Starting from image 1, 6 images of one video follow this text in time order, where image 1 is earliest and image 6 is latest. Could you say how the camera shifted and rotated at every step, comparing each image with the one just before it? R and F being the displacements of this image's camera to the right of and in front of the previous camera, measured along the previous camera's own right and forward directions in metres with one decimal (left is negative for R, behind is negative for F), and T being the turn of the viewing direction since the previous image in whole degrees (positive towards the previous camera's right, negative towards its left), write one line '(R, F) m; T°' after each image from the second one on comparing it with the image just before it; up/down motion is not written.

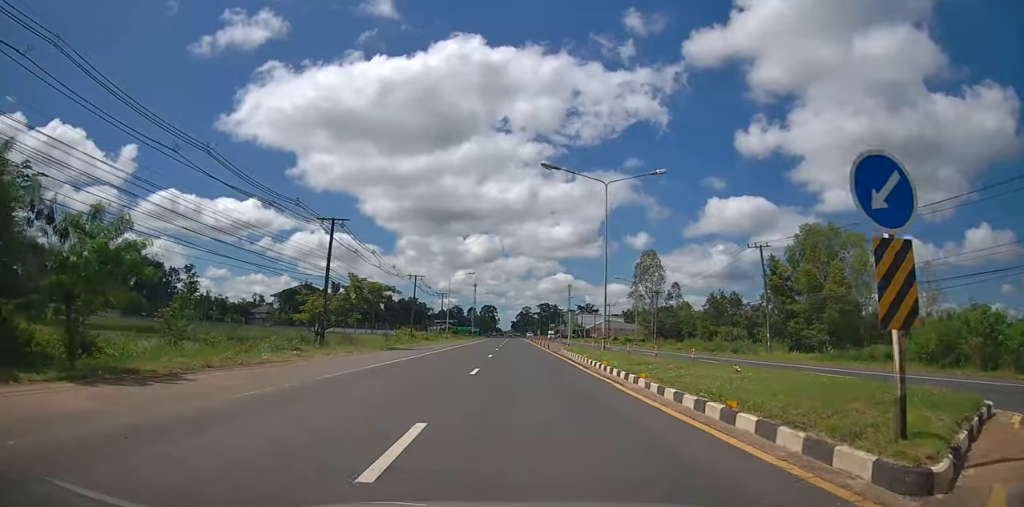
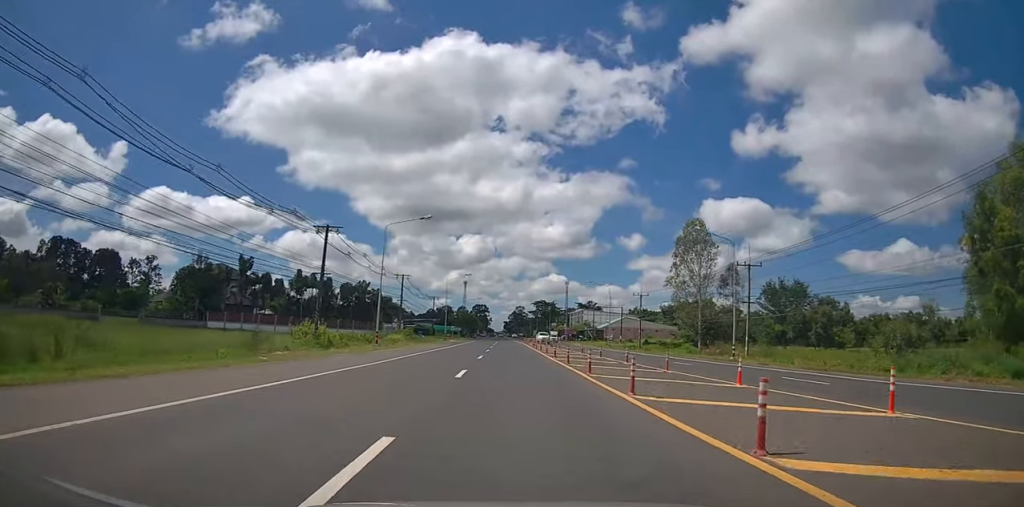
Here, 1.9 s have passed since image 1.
(+0.6, +37.1) m; +1°
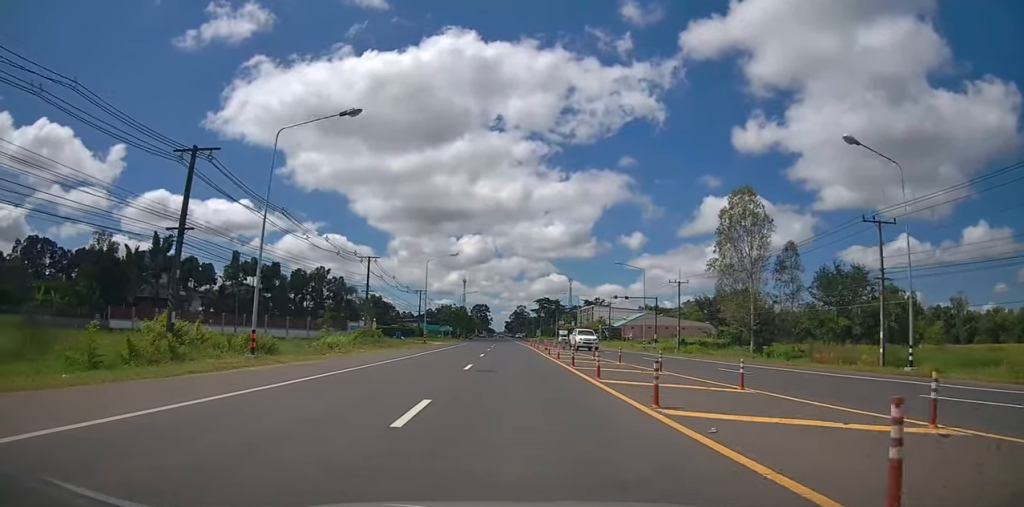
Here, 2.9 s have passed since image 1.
(0.0, +20.0) m; 0°
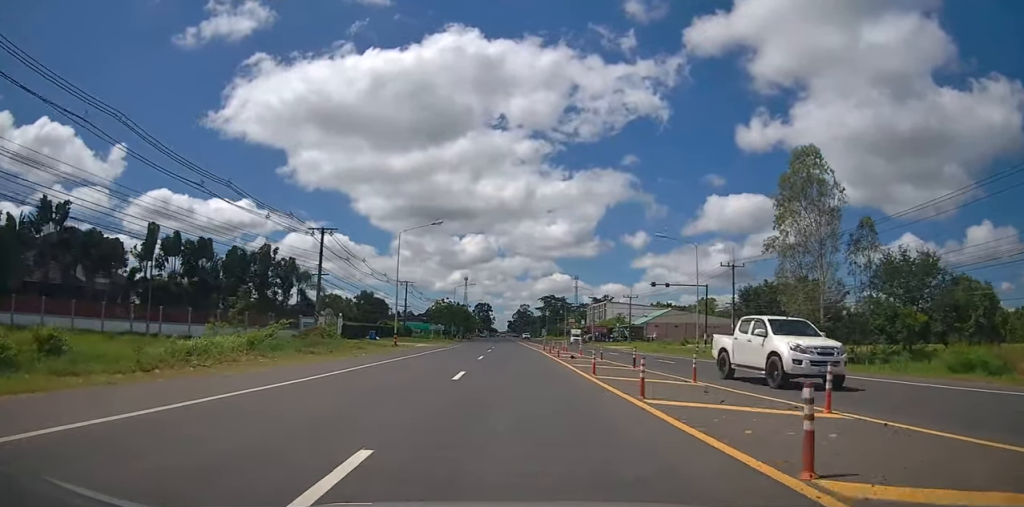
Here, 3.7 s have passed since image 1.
(0.0, +16.5) m; -1°
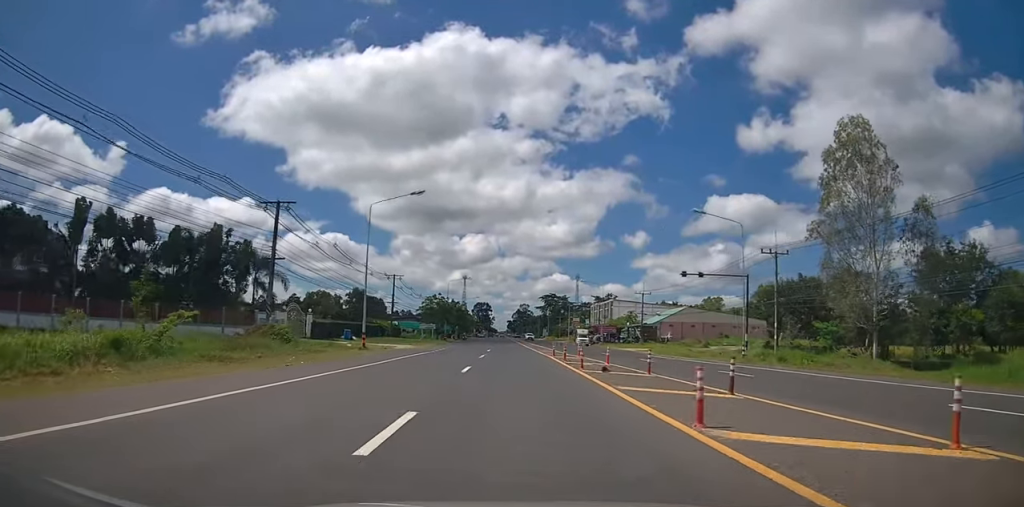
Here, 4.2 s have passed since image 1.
(-0.1, +9.2) m; 0°
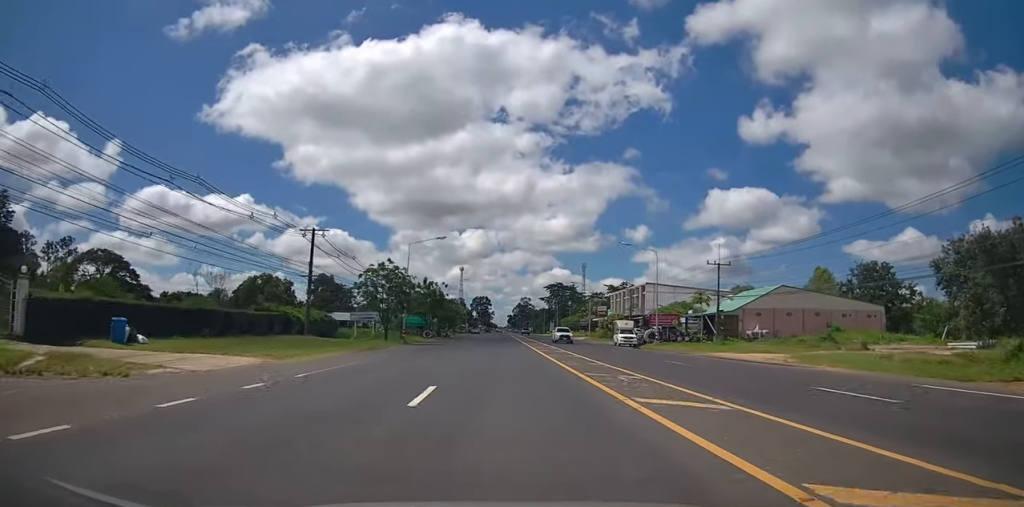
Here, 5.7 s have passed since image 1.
(0.0, +32.2) m; 0°
